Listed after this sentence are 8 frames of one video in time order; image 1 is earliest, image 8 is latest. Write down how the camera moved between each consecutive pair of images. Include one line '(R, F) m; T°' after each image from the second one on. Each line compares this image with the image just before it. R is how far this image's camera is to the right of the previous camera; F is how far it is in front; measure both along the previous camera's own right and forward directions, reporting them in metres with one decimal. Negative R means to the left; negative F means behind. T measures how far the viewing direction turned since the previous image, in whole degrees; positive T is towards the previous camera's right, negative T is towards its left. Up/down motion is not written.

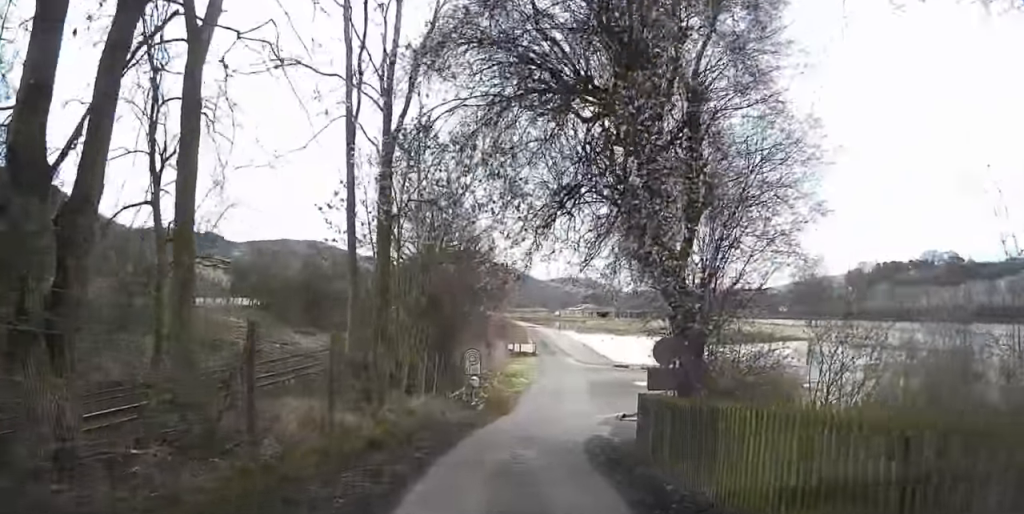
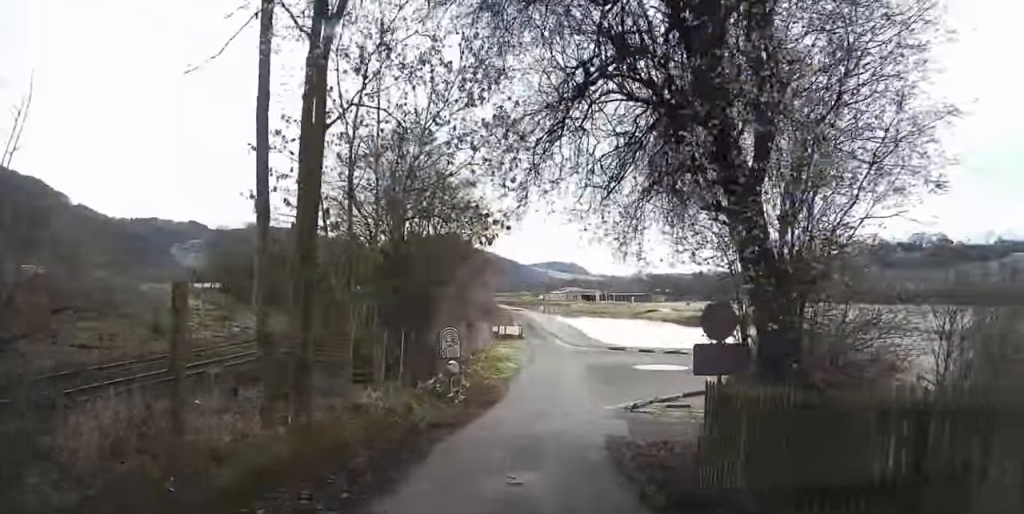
(+0.1, +4.4) m; +2°
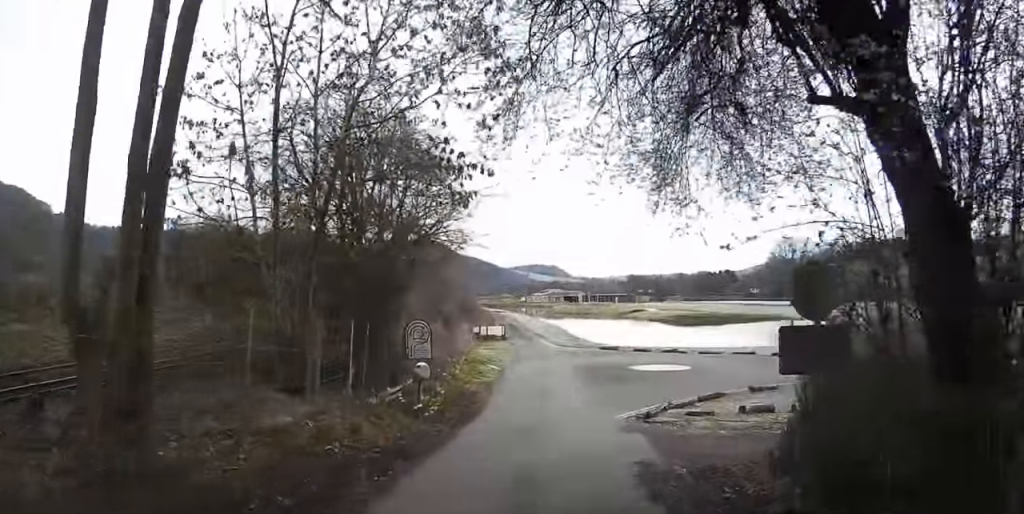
(+0.1, +3.8) m; +2°
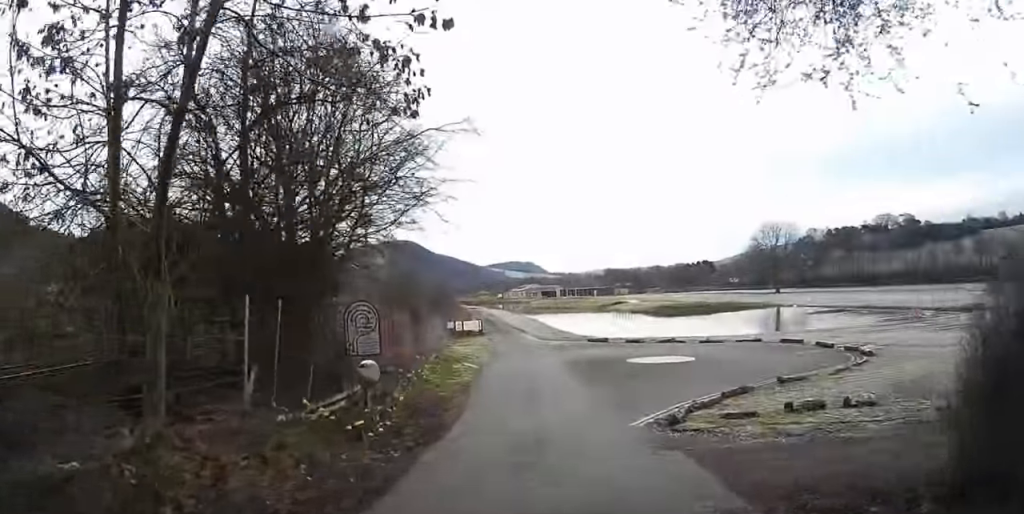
(0.0, +4.4) m; +2°
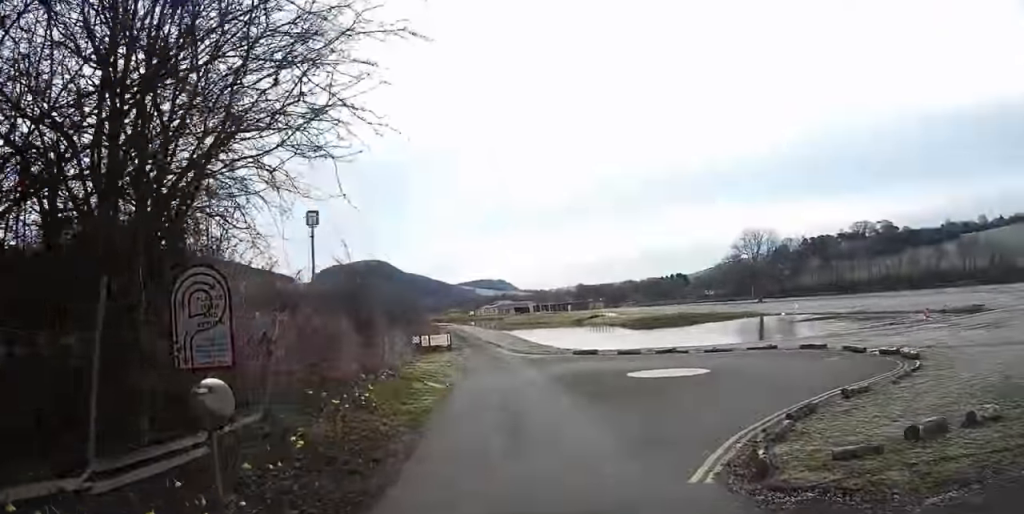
(+0.2, +5.8) m; +2°
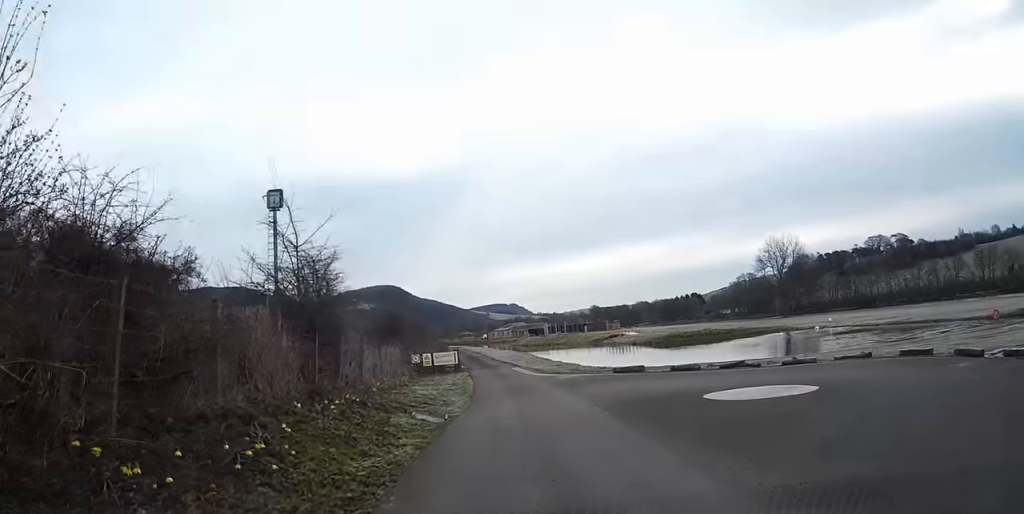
(0.0, +8.3) m; 0°
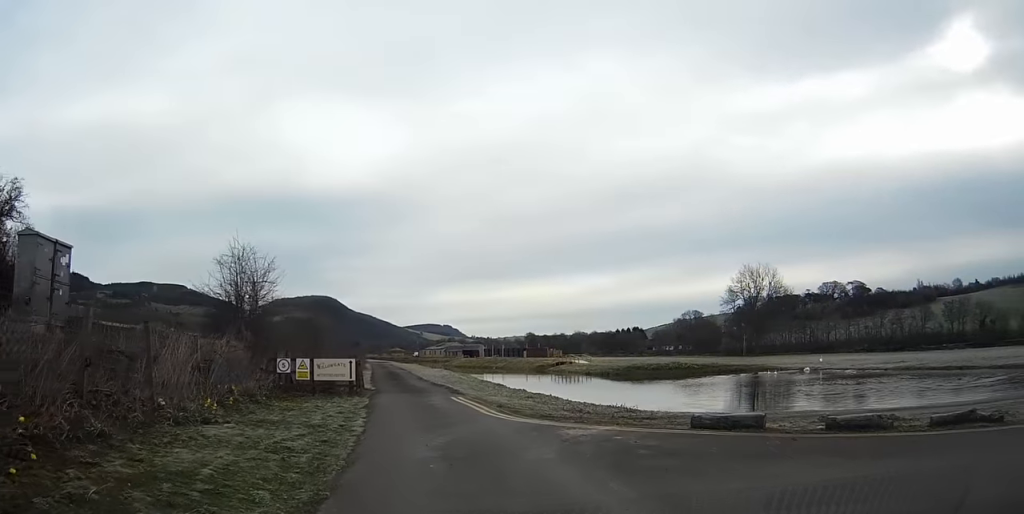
(+0.2, +18.1) m; +11°
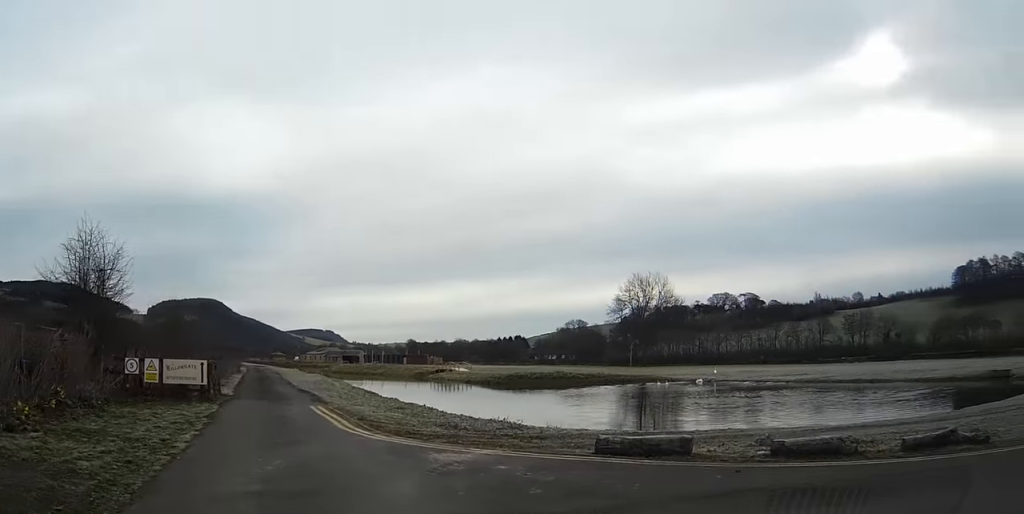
(+0.4, +2.8) m; +12°
